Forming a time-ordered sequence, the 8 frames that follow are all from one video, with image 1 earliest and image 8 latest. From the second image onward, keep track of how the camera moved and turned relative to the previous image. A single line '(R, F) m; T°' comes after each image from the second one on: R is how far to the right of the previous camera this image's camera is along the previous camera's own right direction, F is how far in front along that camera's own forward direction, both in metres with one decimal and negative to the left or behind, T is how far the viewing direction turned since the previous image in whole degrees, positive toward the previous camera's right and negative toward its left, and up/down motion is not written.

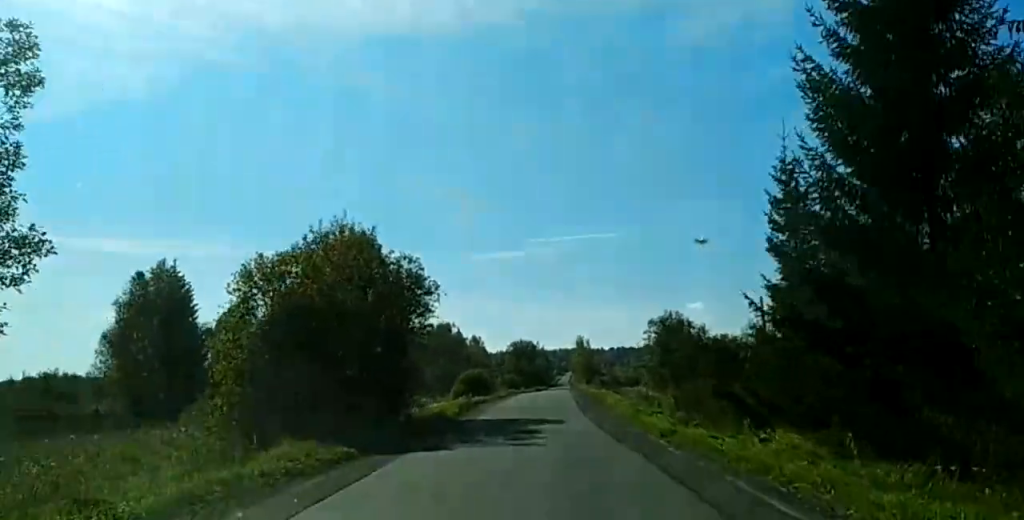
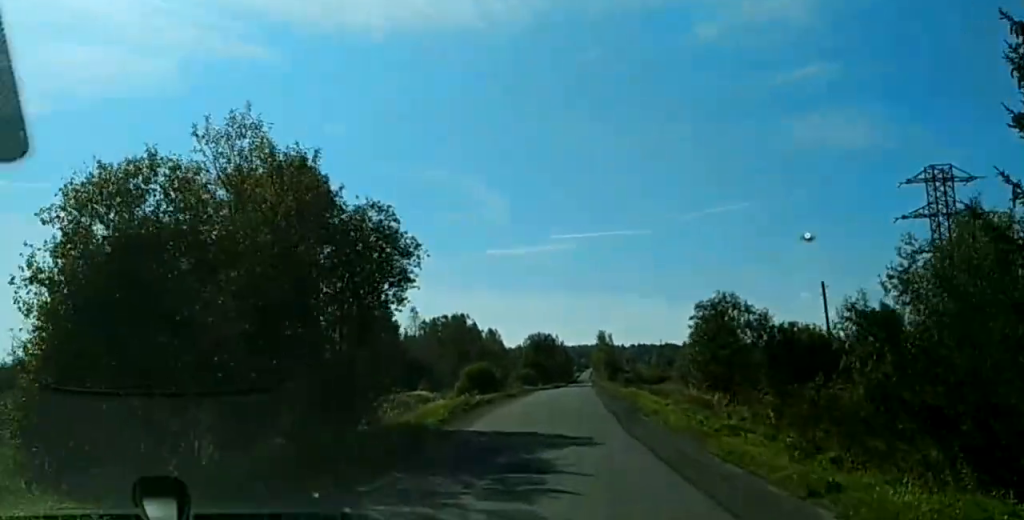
(-0.1, +12.2) m; 0°
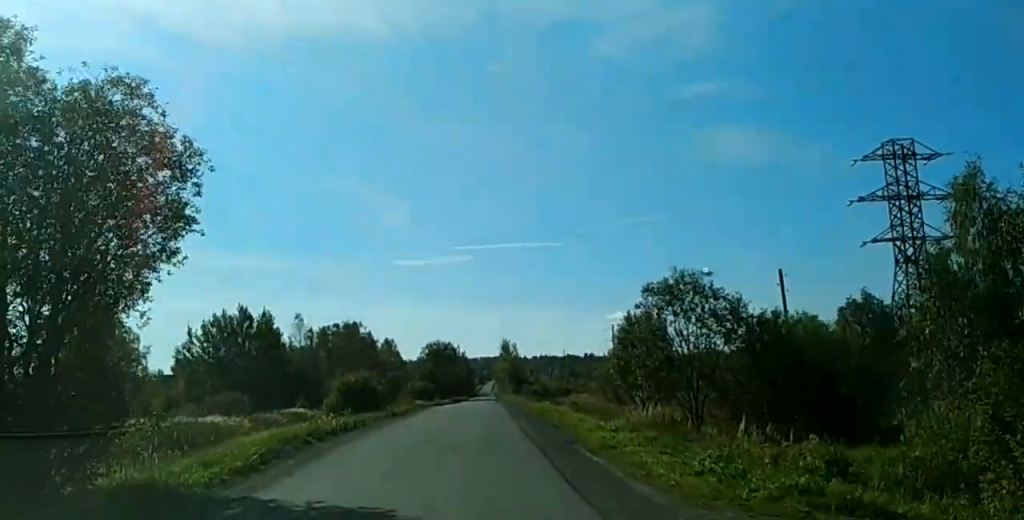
(0.0, +15.3) m; -1°
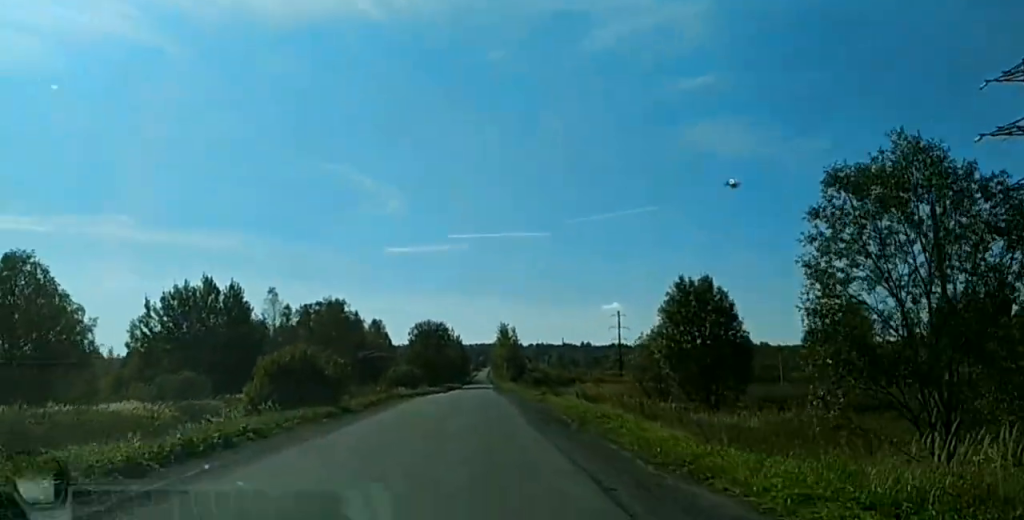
(-0.2, +19.3) m; -1°
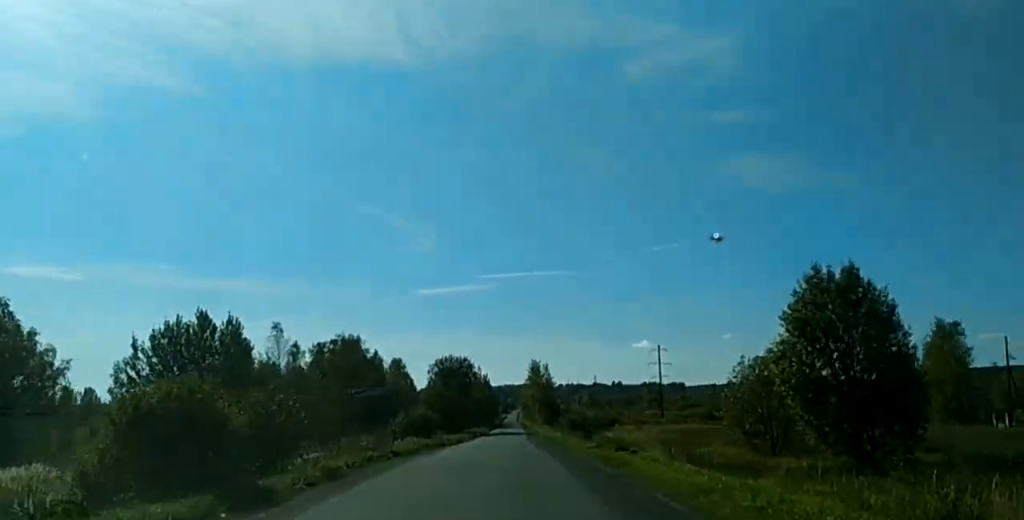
(-0.7, +18.6) m; 0°
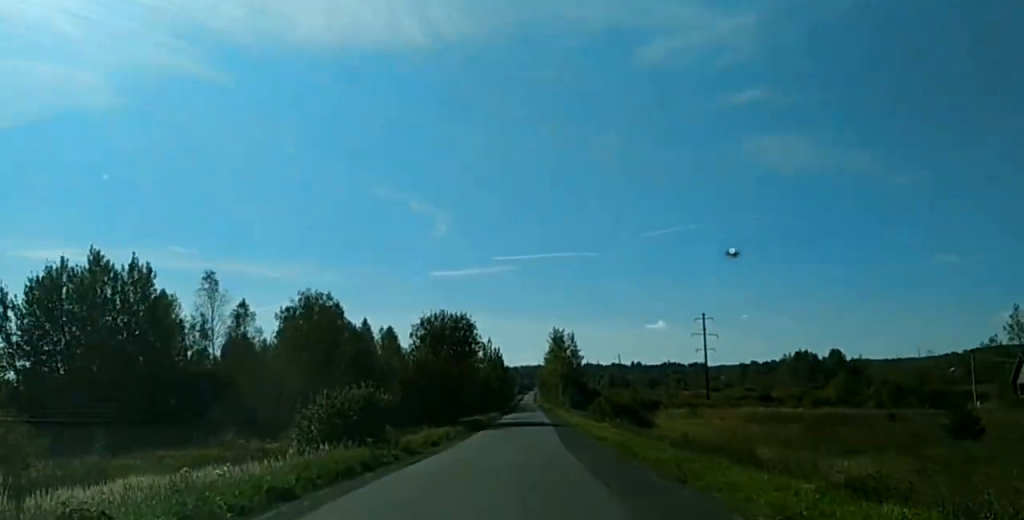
(+1.7, +38.4) m; +3°
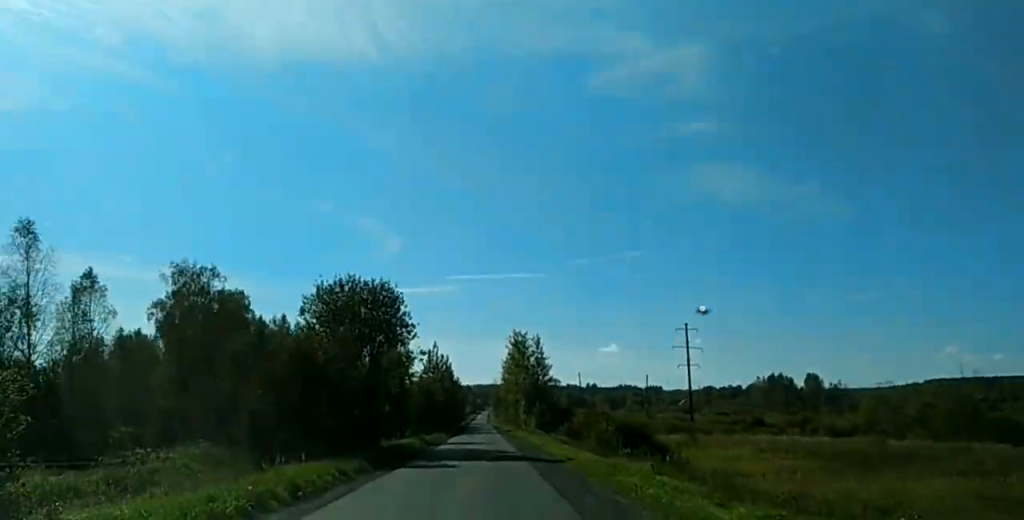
(+0.1, +30.3) m; 0°
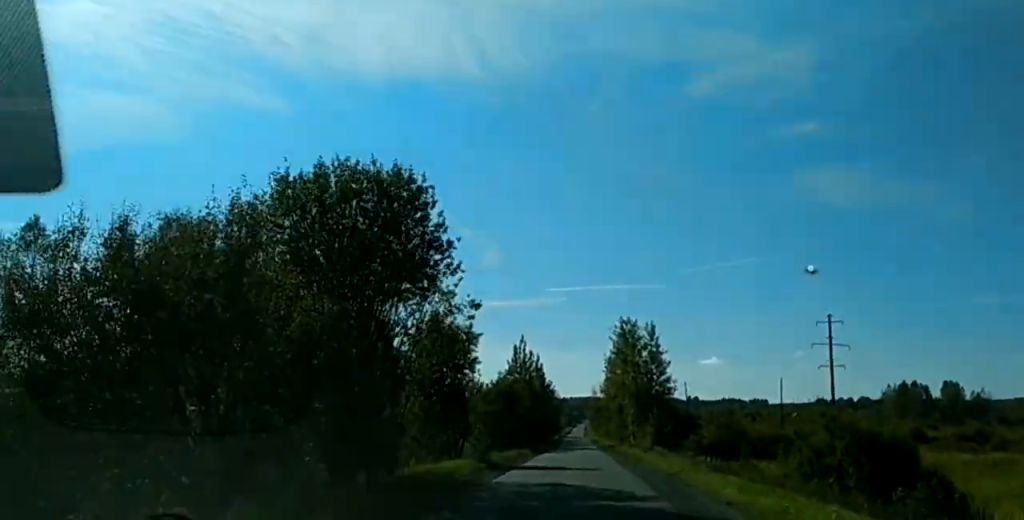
(+0.1, +26.5) m; +1°
